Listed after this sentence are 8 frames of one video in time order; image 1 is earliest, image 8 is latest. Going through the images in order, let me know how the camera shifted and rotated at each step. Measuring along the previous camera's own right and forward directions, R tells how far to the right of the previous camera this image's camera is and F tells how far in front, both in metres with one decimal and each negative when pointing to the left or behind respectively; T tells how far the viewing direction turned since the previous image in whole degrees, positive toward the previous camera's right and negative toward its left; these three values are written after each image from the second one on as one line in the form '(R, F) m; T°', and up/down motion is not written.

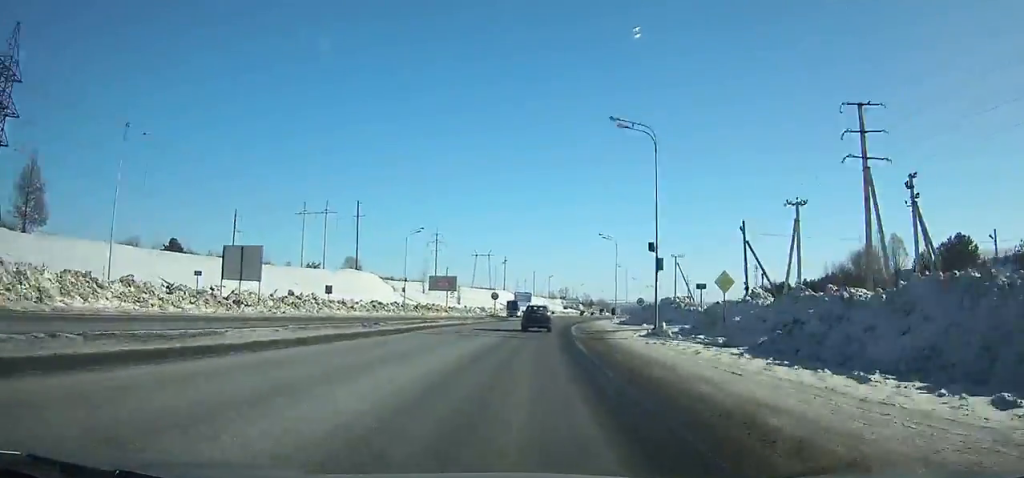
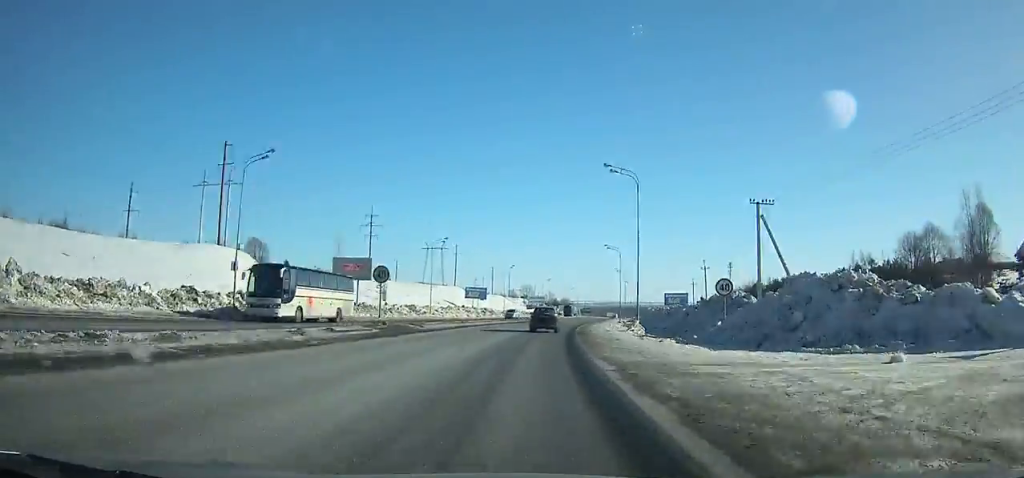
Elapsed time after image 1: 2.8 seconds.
(+1.1, +40.6) m; +4°
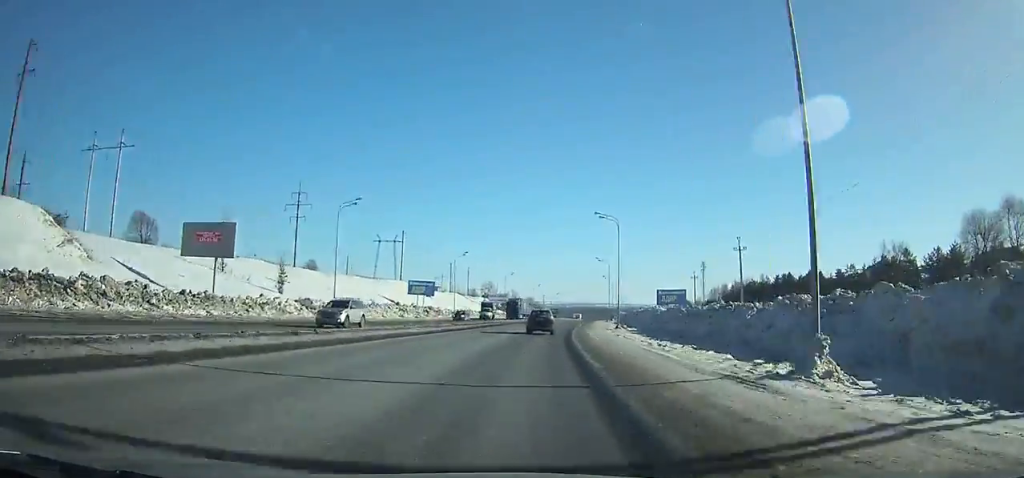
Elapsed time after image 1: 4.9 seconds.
(+0.9, +30.8) m; +3°
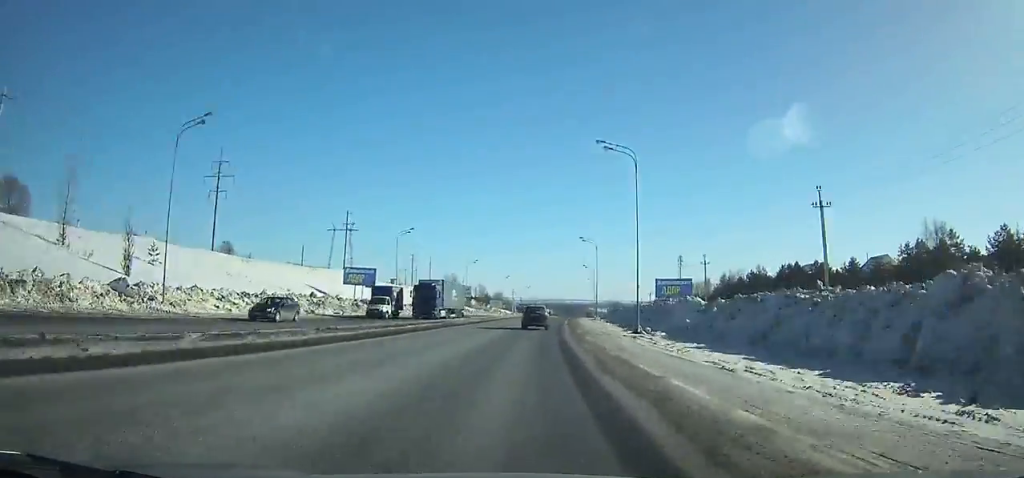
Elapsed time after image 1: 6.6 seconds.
(+0.3, +25.1) m; +3°
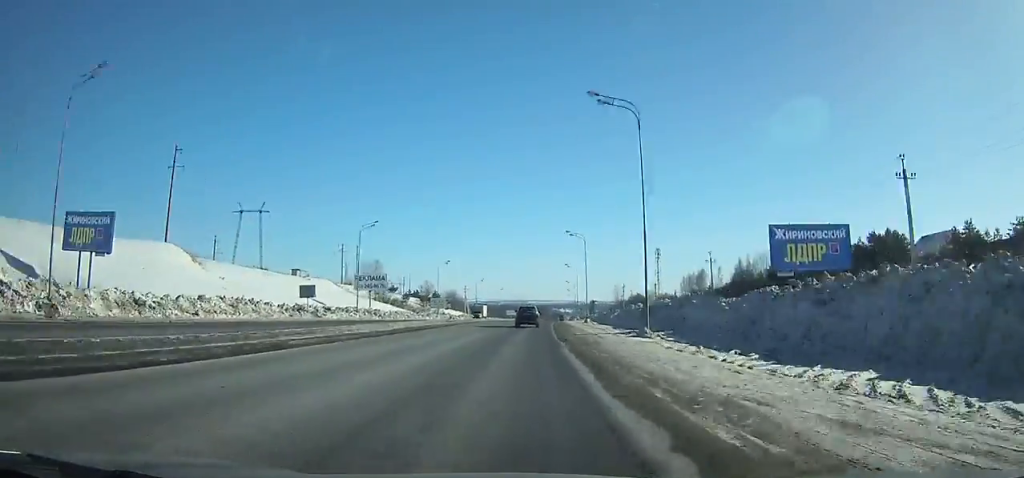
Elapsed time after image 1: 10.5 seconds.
(+2.6, +58.9) m; +4°
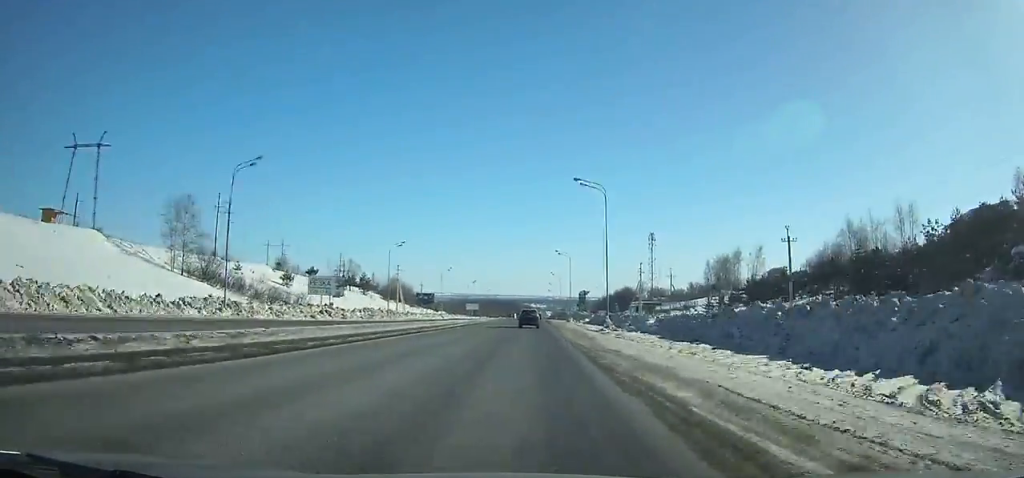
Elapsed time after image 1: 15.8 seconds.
(+2.3, +81.8) m; +3°
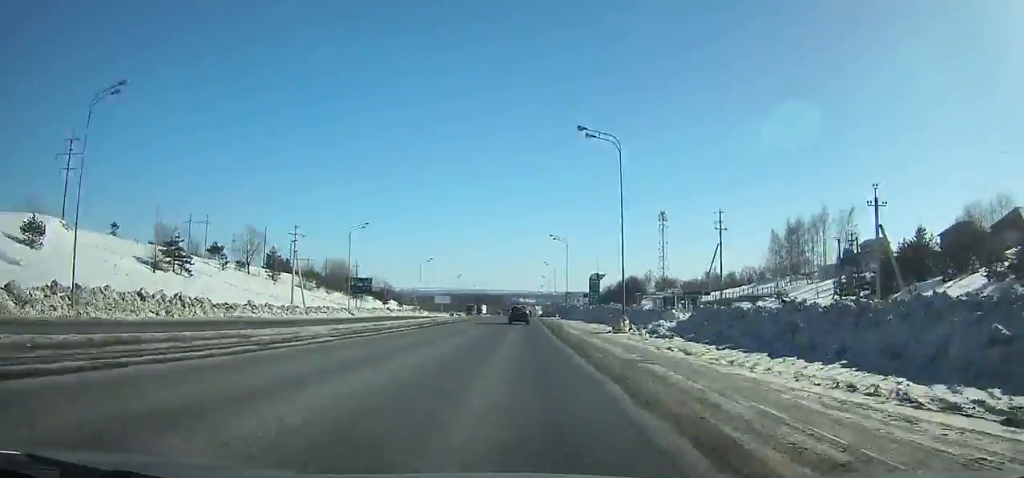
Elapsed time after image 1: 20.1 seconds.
(+0.5, +63.8) m; +1°
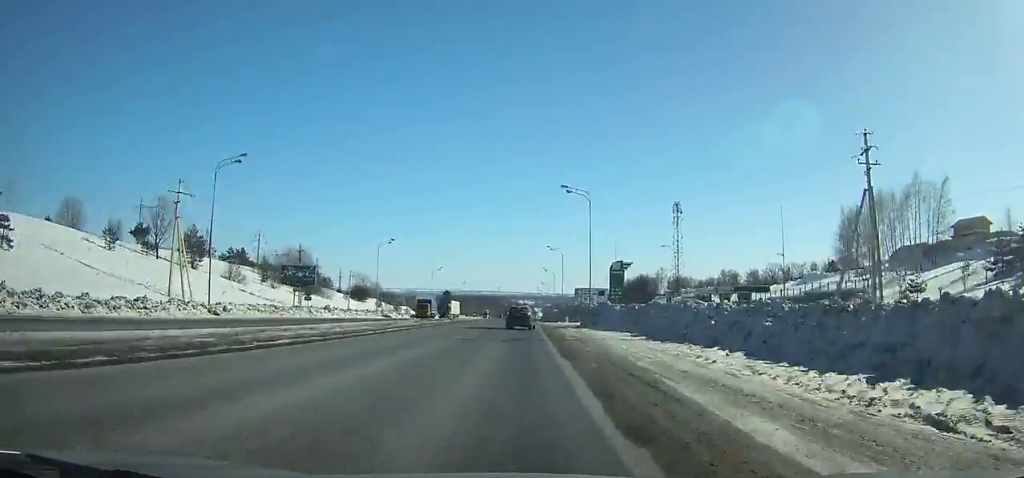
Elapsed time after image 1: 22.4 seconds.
(0.0, +31.1) m; +1°
